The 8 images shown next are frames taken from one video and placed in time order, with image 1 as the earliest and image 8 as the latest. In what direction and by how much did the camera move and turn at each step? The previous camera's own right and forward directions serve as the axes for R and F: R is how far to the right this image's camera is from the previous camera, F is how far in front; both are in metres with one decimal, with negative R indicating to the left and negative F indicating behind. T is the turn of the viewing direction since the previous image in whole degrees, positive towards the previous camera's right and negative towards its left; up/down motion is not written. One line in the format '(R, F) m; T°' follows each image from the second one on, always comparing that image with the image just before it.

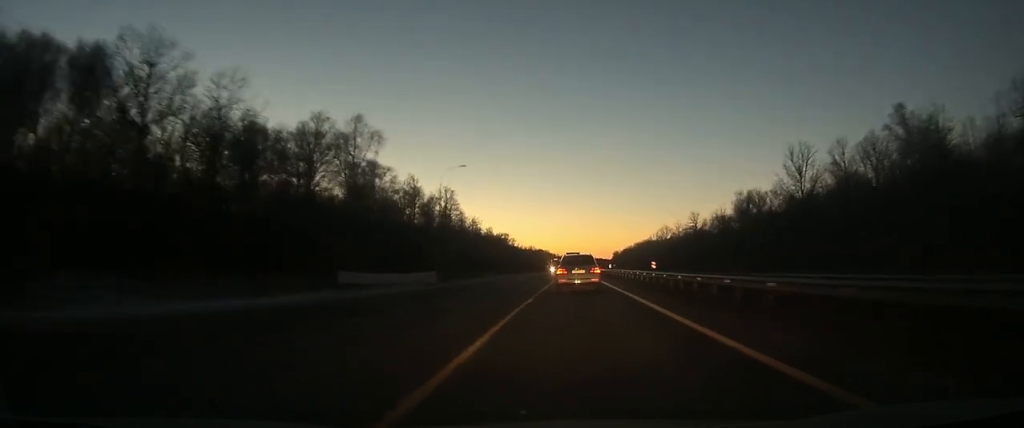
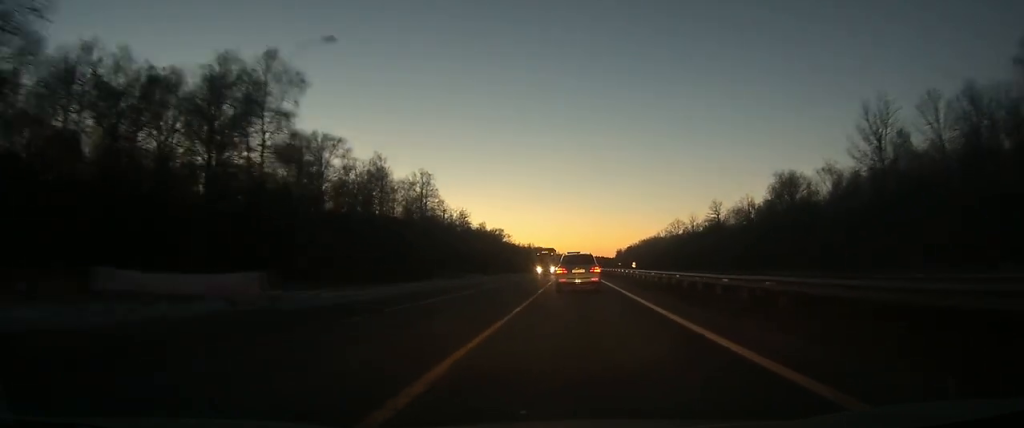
(0.0, +27.7) m; 0°
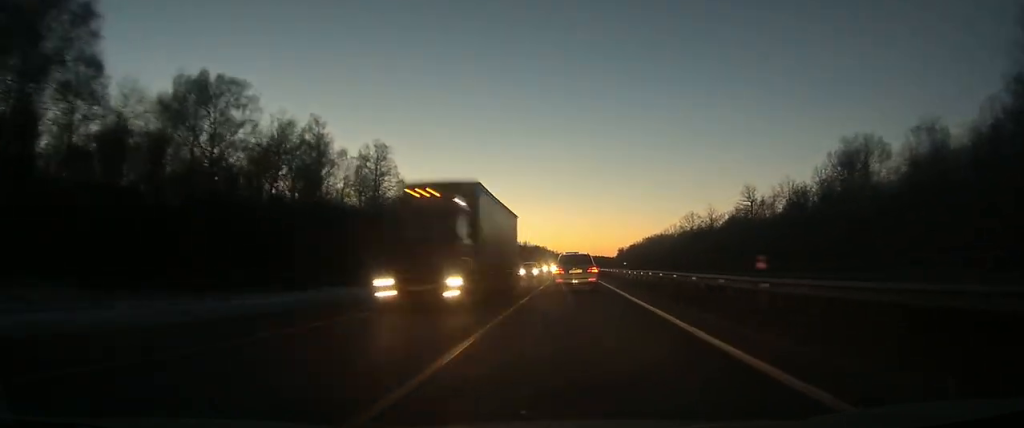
(+0.1, +31.9) m; 0°
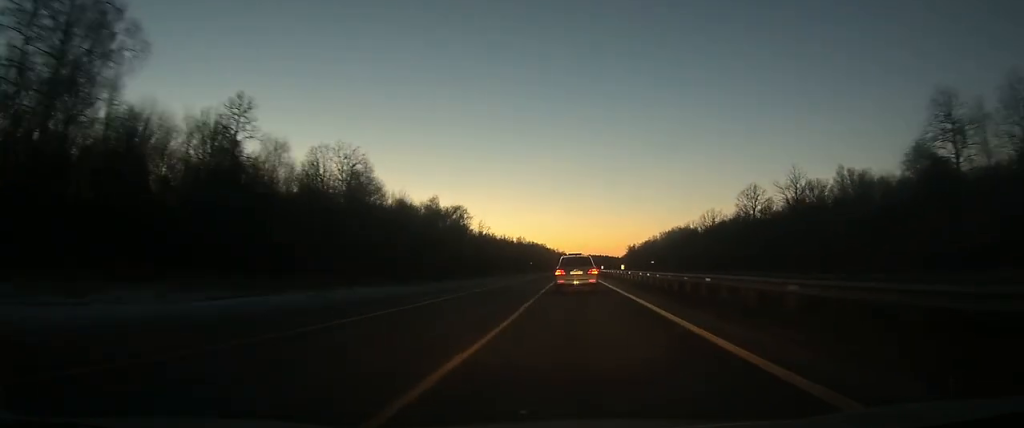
(-0.1, +73.5) m; 0°
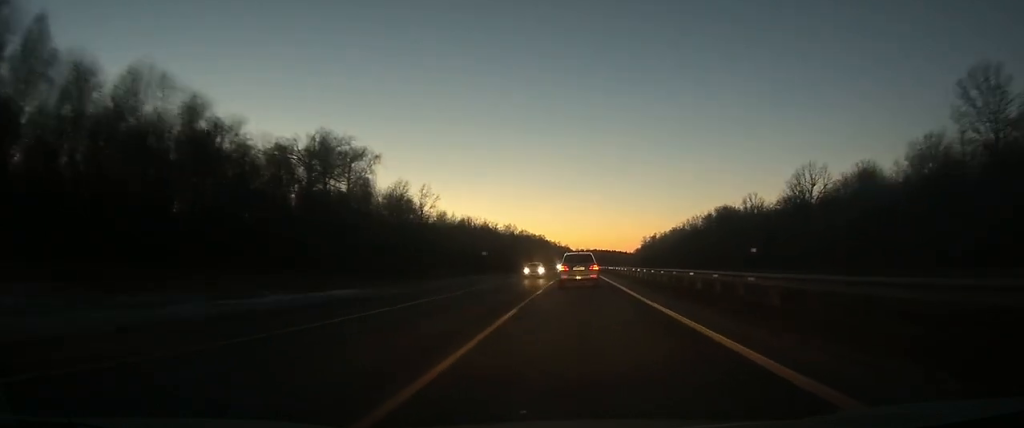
(+0.4, +87.7) m; +1°
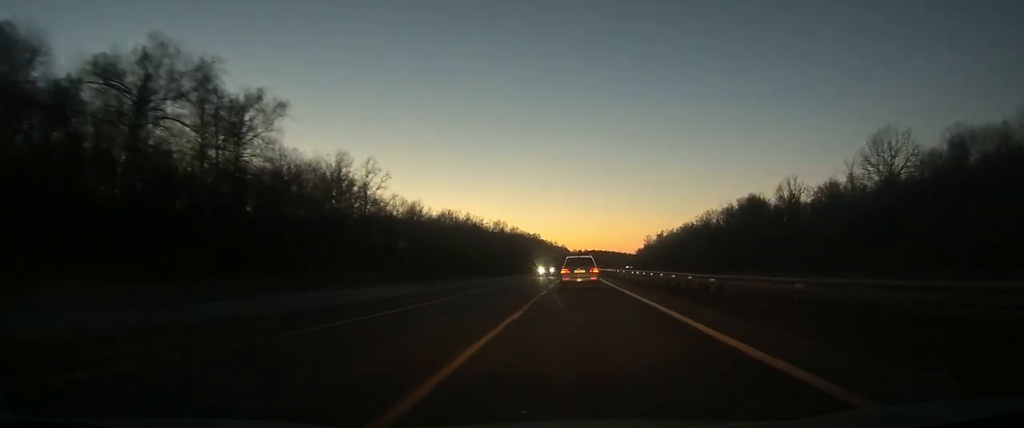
(0.0, +35.1) m; 0°
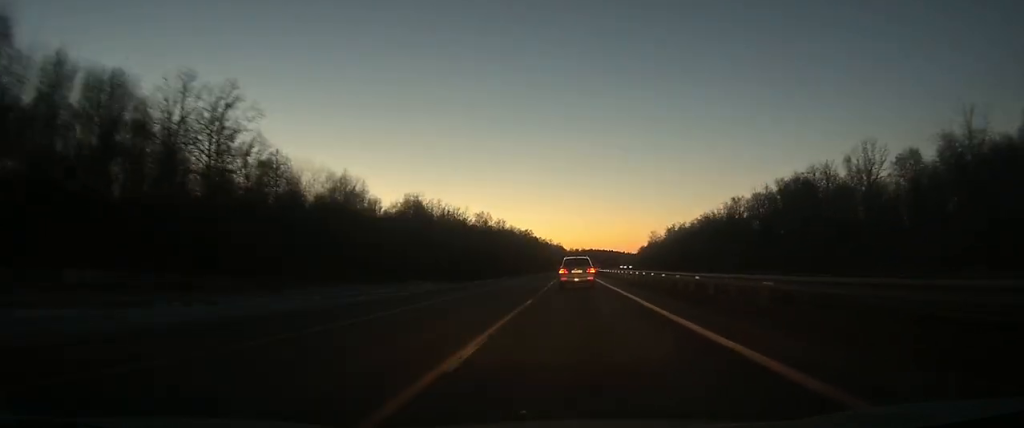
(0.0, +42.6) m; 0°
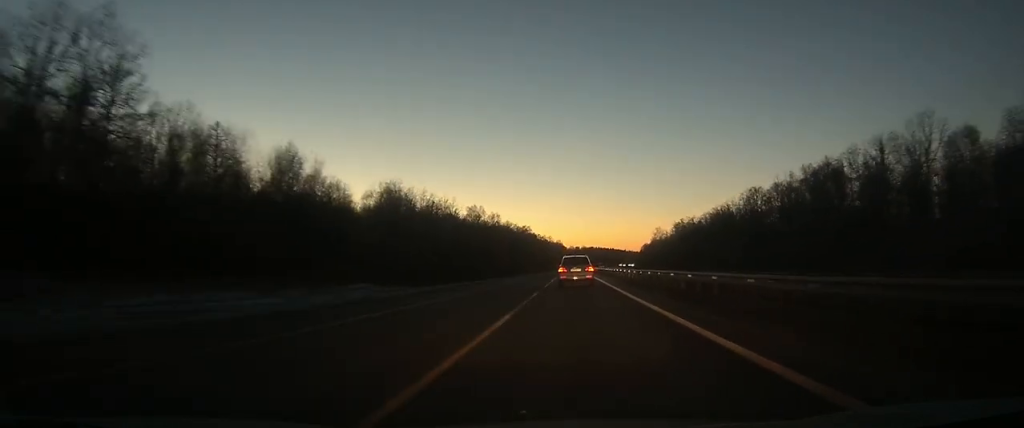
(0.0, +18.7) m; 0°
